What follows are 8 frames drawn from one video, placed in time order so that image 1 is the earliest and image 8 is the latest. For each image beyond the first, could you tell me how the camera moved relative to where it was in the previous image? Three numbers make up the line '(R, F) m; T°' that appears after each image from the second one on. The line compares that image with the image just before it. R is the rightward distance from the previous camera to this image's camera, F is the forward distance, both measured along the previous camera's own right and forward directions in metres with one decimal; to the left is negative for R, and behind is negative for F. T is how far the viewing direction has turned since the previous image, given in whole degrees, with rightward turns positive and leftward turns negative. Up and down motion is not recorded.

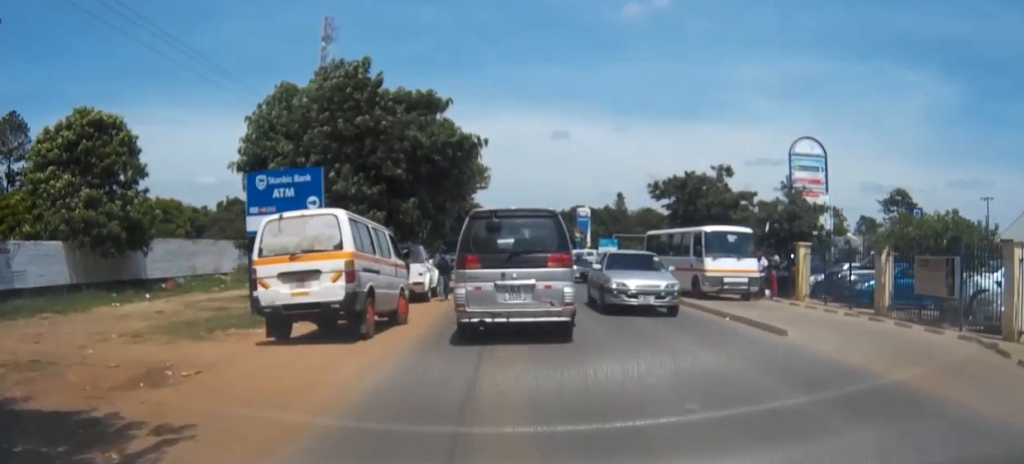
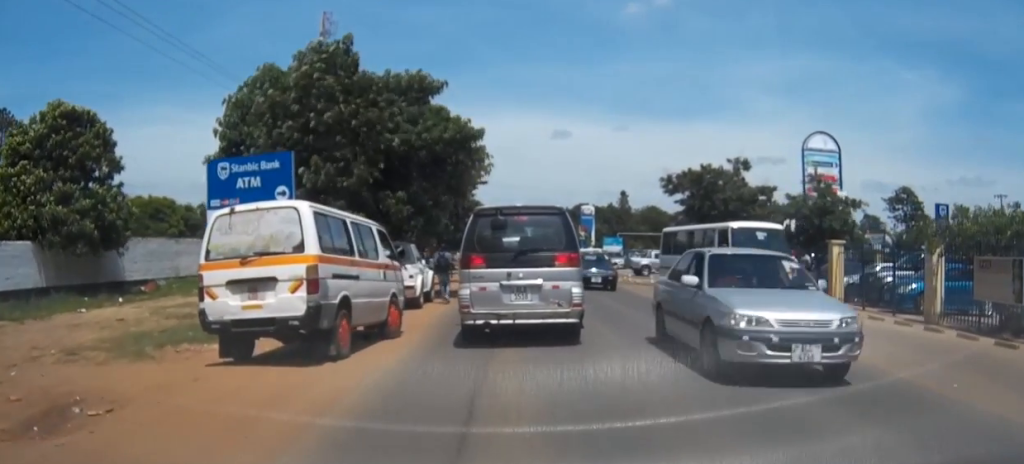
(-0.1, +2.7) m; -1°
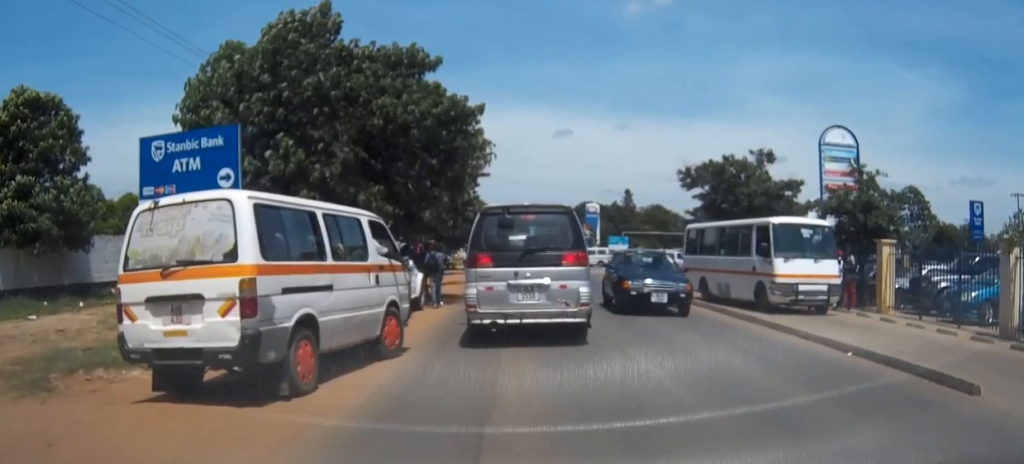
(0.0, +3.6) m; +1°
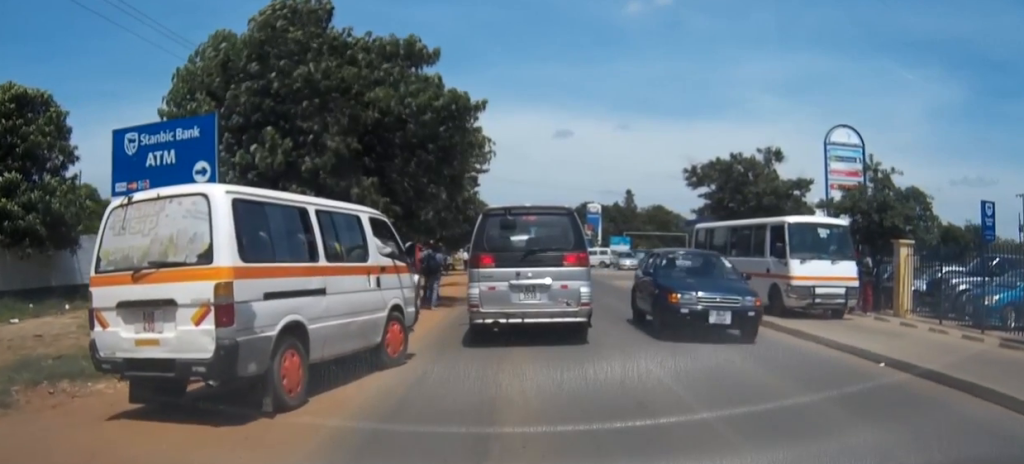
(0.0, +1.2) m; 0°
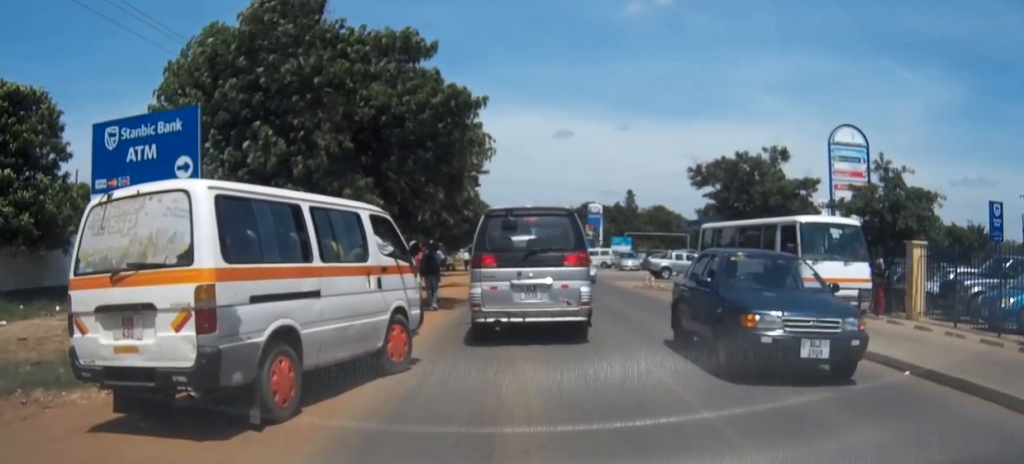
(0.0, +1.0) m; 0°
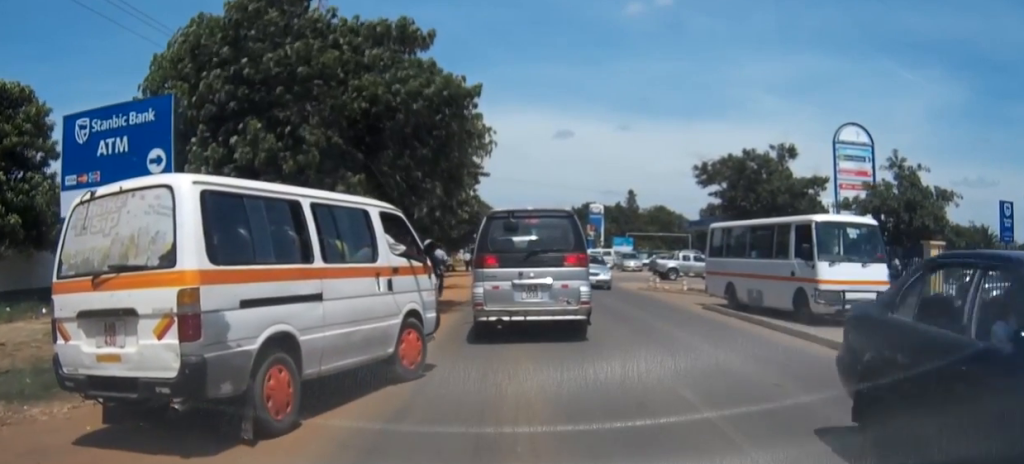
(0.0, +1.1) m; 0°
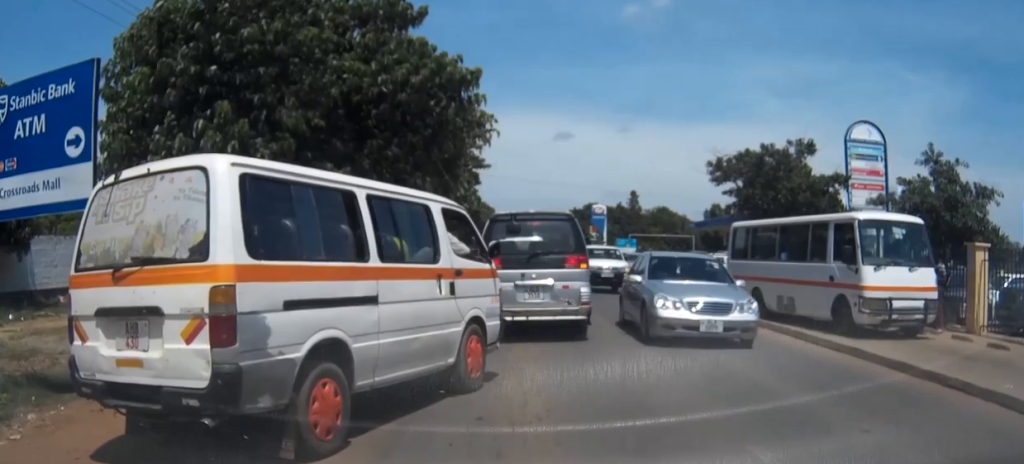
(0.0, +2.4) m; 0°
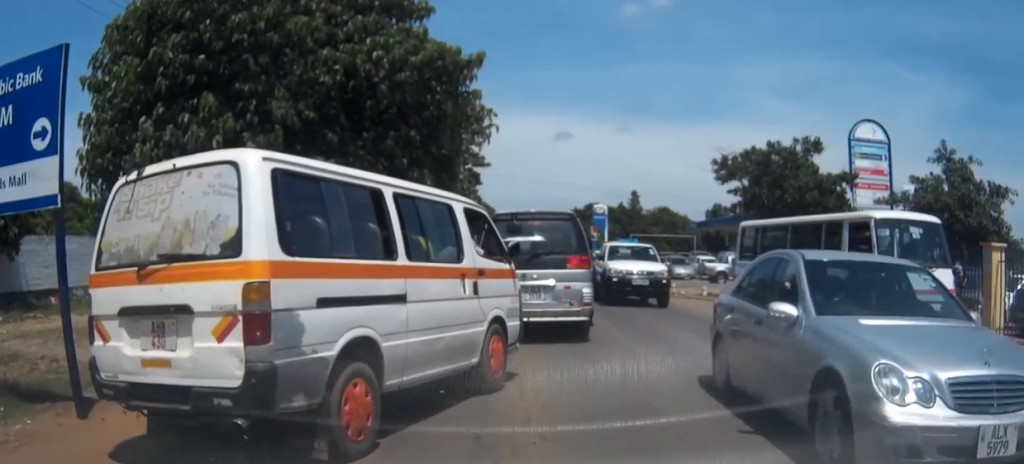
(0.0, +0.6) m; 0°
